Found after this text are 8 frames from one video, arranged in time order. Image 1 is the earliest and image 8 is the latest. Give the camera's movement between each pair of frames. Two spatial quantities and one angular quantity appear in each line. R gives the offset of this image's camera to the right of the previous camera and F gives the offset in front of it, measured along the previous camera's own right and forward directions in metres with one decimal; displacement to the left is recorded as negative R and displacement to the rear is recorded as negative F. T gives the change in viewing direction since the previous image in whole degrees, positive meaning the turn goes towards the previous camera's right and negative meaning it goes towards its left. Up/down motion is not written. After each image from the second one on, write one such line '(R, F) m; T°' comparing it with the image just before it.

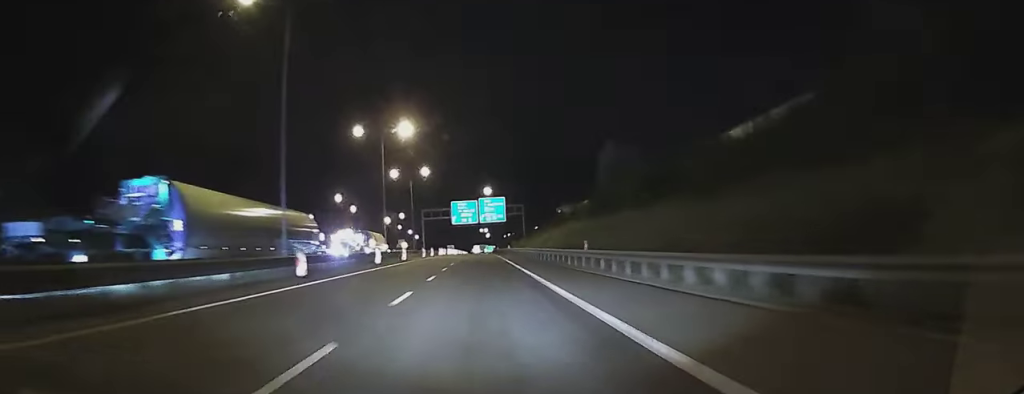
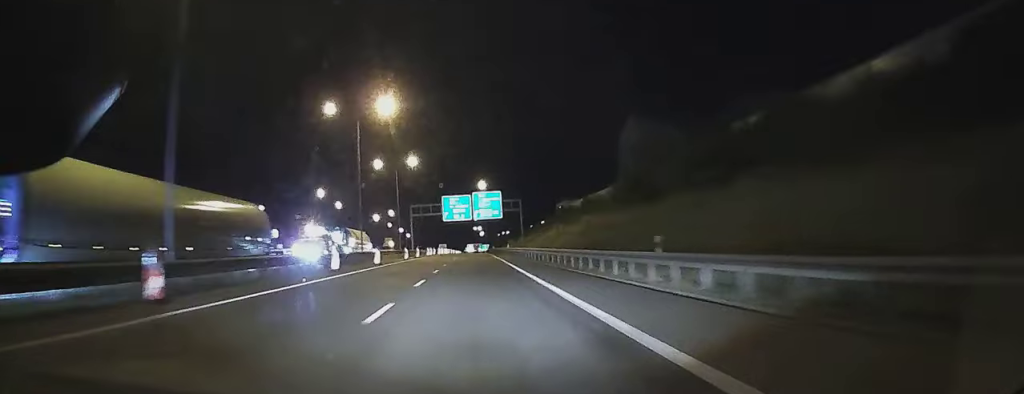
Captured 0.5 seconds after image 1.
(0.0, +12.0) m; +1°
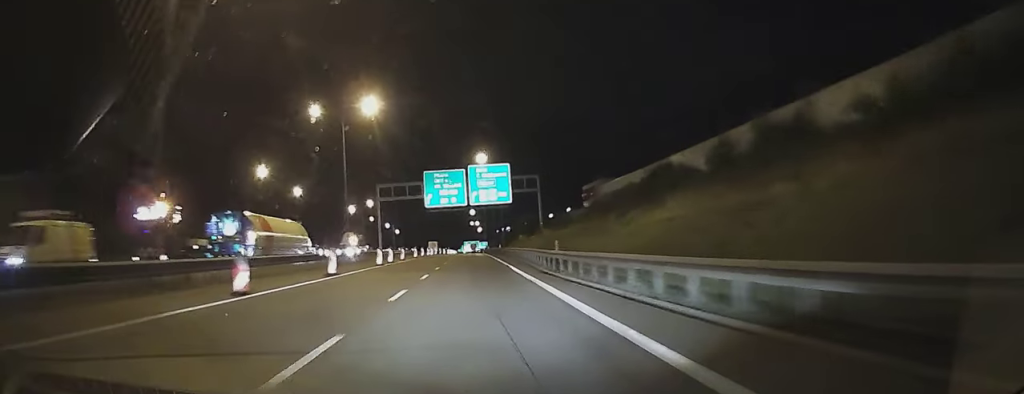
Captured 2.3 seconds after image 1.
(+0.7, +39.5) m; -2°
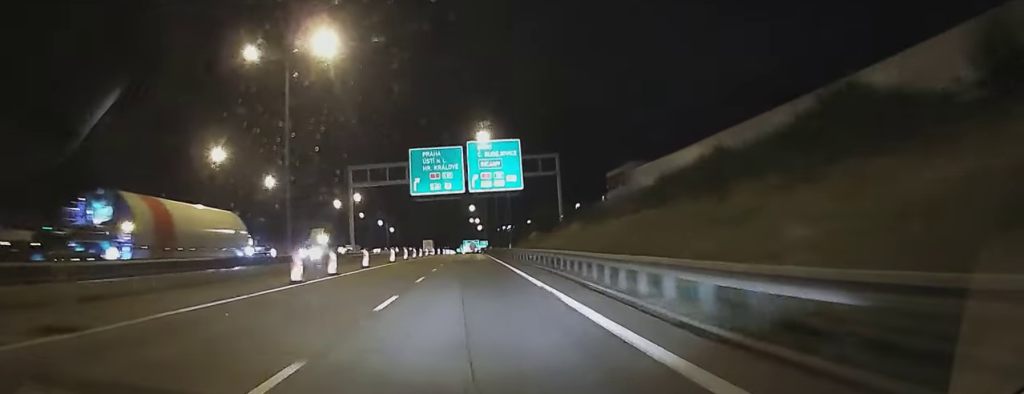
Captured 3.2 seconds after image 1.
(-0.9, +19.6) m; -1°
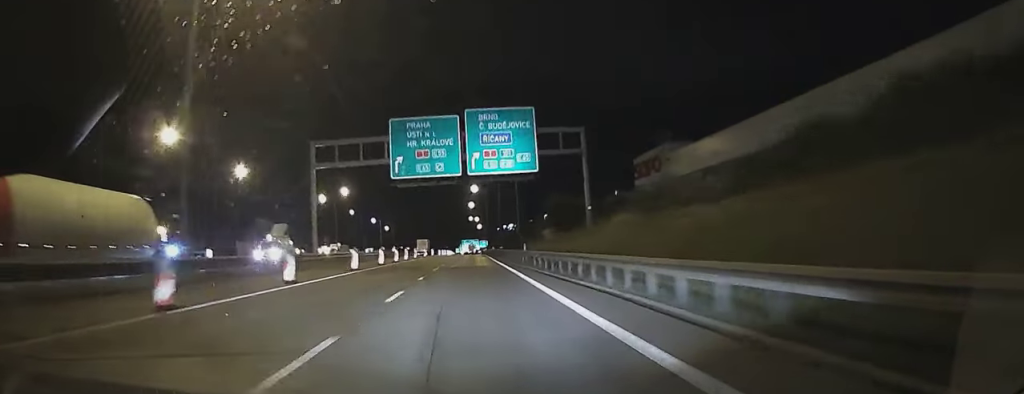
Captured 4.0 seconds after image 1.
(+0.3, +15.7) m; +1°
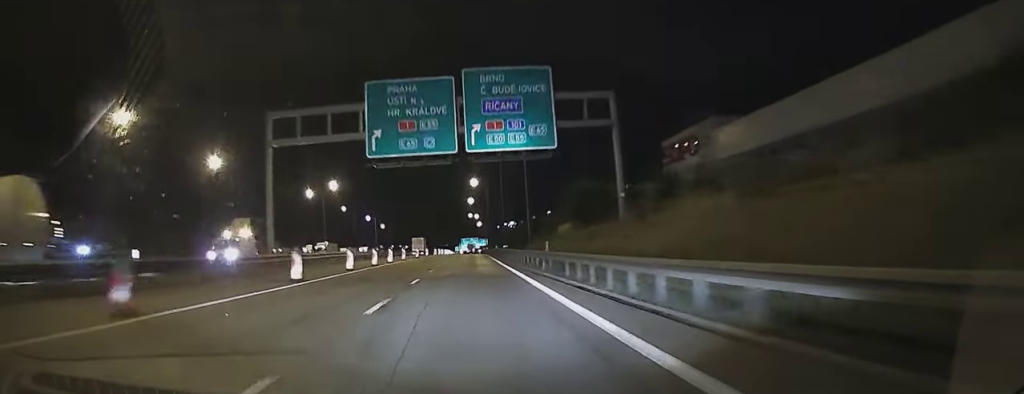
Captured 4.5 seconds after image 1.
(+0.1, +11.3) m; +1°
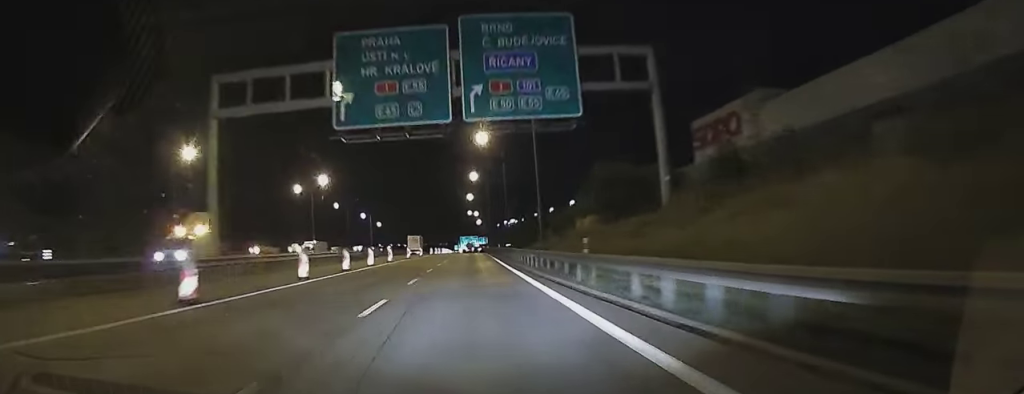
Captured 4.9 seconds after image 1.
(0.0, +9.2) m; 0°
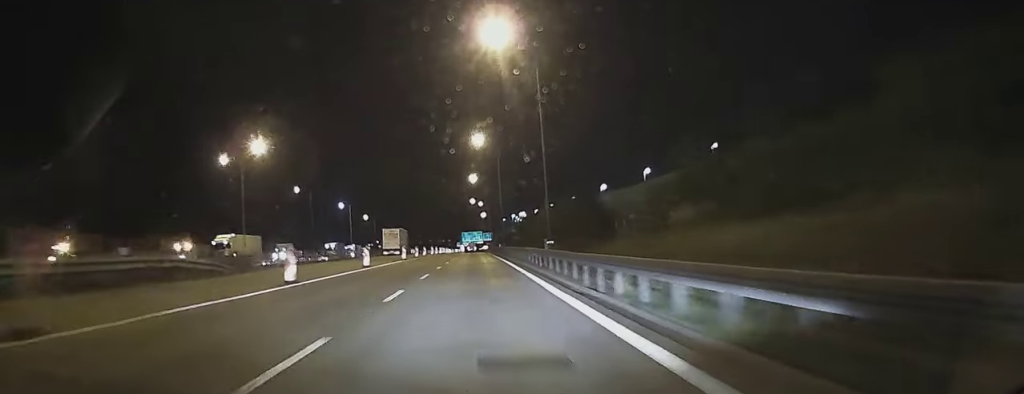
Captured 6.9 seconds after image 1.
(+0.4, +40.5) m; +1°
